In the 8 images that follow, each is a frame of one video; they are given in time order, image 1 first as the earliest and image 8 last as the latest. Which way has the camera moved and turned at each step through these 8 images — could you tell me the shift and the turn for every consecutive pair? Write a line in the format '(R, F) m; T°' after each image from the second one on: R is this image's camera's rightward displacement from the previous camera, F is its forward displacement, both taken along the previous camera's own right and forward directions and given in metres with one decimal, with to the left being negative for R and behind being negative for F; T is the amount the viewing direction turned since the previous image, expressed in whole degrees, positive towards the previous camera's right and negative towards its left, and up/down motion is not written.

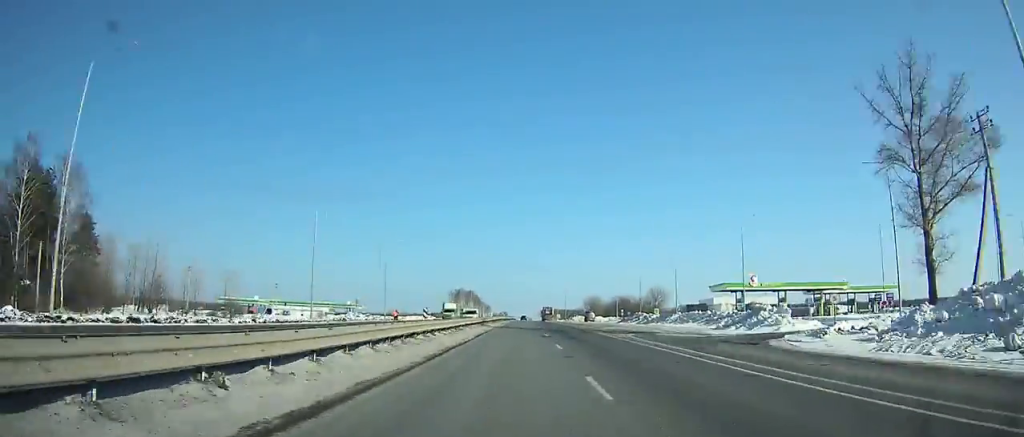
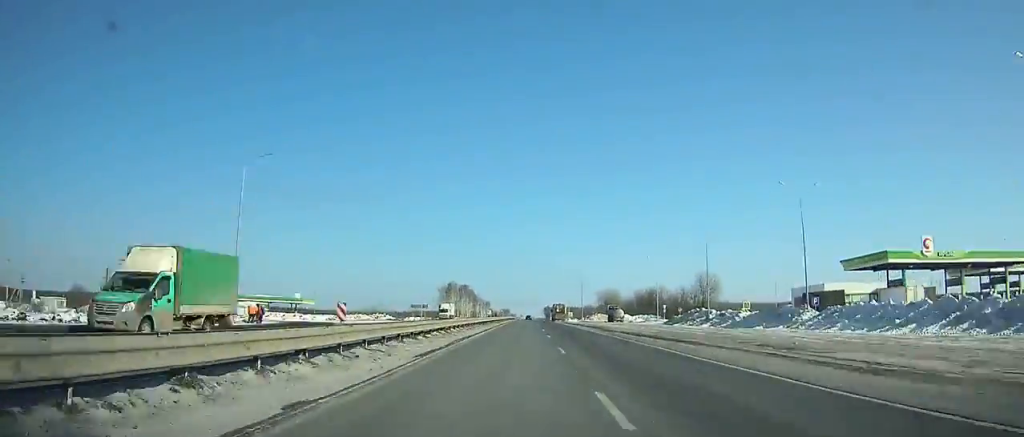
(0.0, +50.8) m; 0°
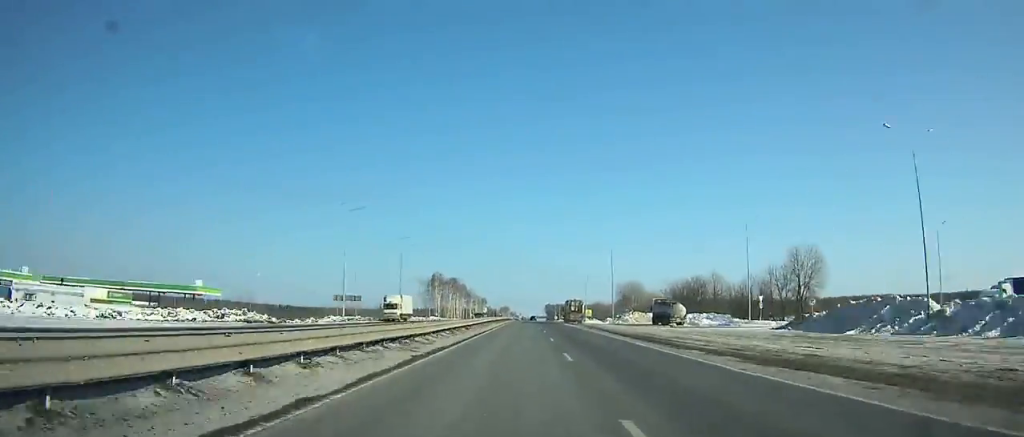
(-0.2, +50.7) m; 0°
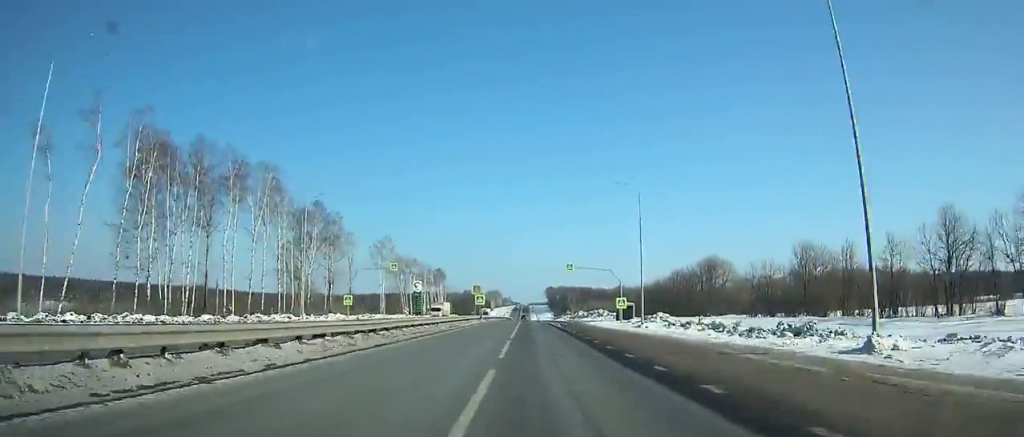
(+1.2, +215.0) m; +1°
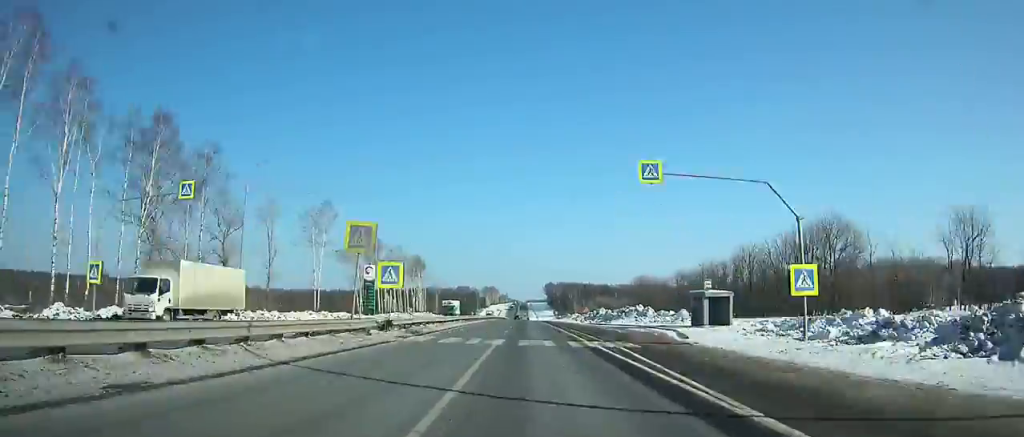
(+0.1, +47.0) m; 0°
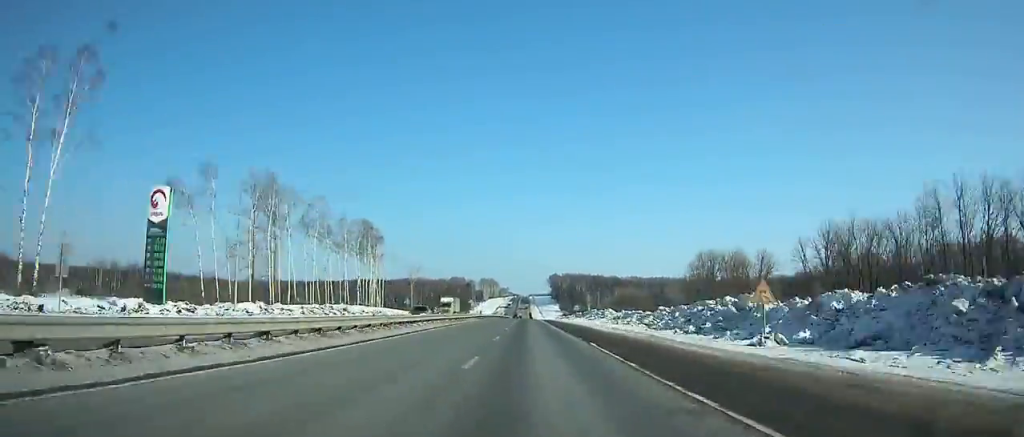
(-0.4, +71.7) m; 0°
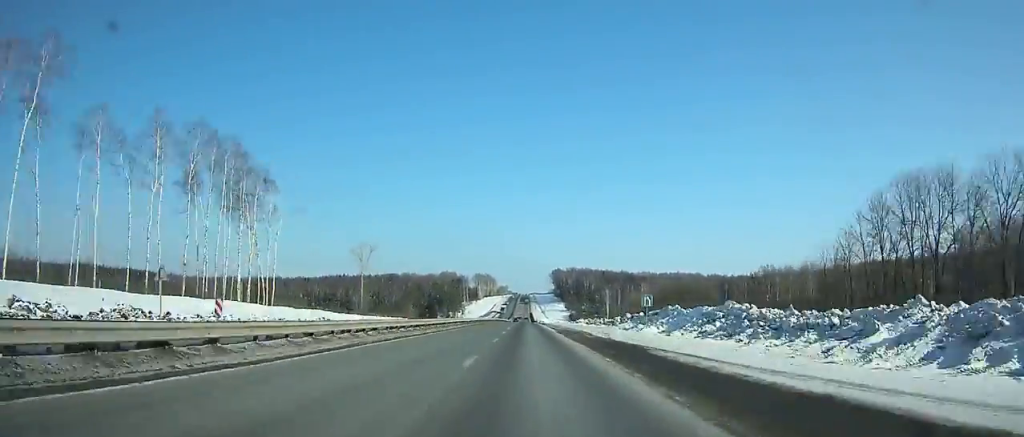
(-0.3, +71.8) m; 0°
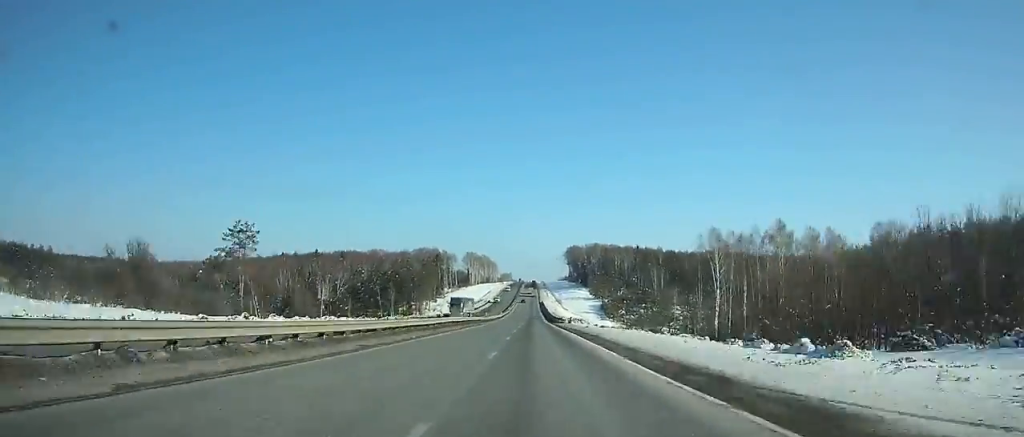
(0.0, +131.9) m; 0°
